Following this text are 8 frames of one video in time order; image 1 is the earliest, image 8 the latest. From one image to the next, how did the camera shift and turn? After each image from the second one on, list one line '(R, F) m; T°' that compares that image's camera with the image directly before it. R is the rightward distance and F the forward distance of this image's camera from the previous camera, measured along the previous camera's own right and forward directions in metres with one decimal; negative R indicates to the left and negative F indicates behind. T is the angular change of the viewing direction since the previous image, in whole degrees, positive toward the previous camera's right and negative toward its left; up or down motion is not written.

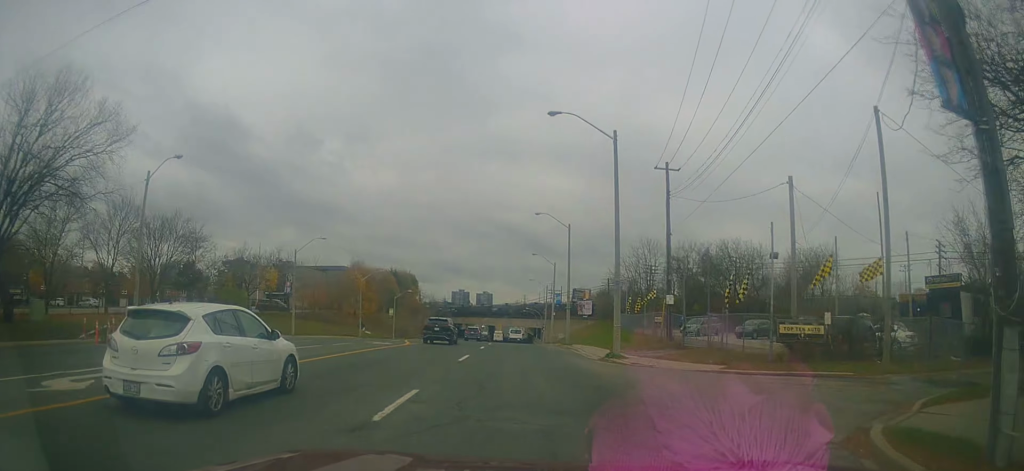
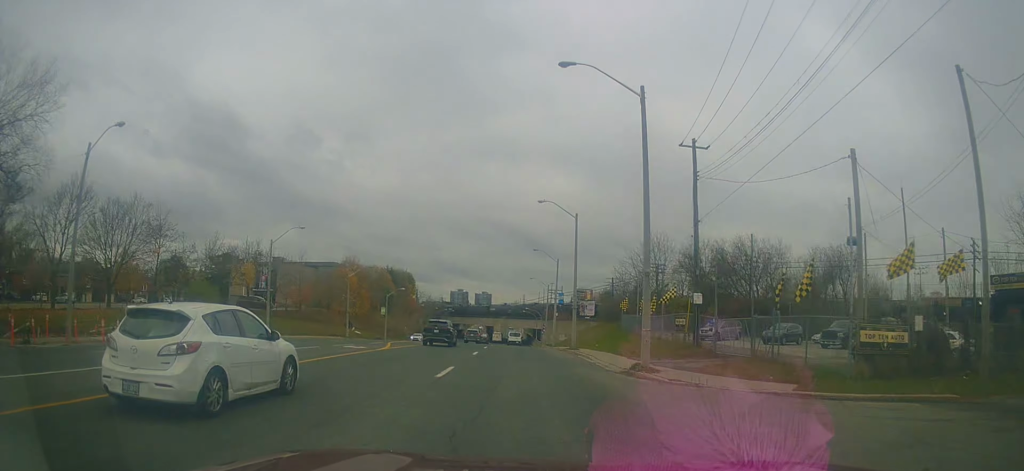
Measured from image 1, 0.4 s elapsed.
(0.0, +5.6) m; -1°
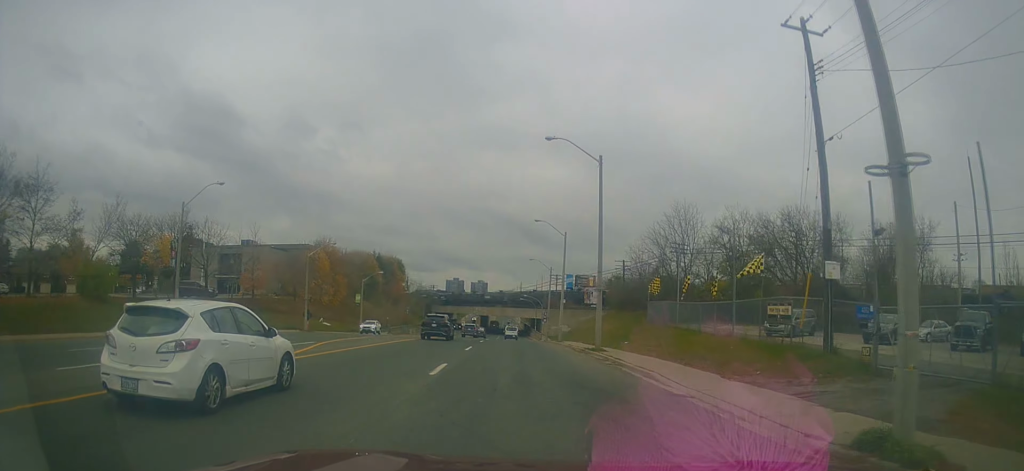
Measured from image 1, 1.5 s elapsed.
(-0.5, +13.7) m; -1°
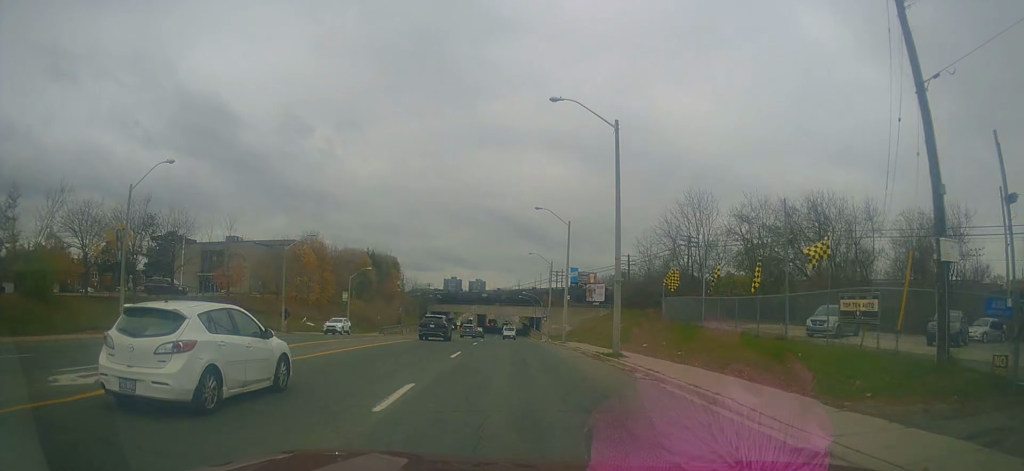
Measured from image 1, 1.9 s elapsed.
(0.0, +5.6) m; +1°
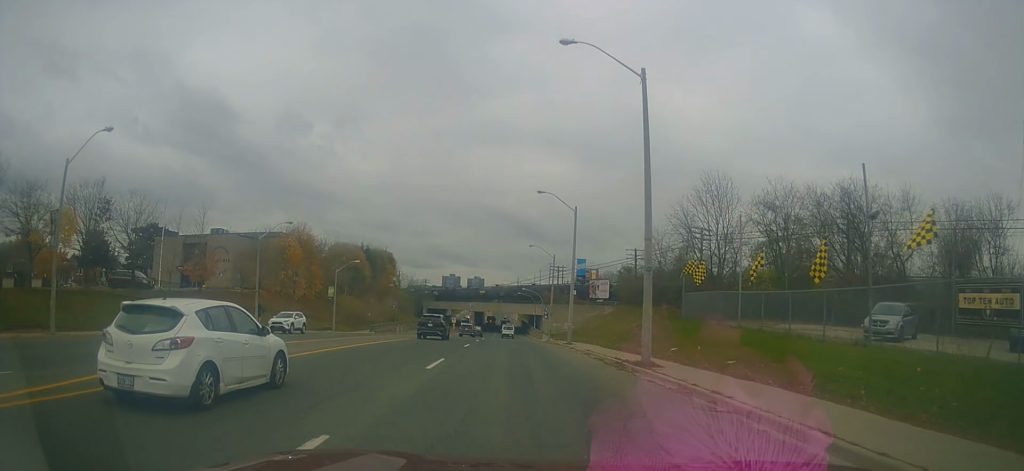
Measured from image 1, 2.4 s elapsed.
(+0.2, +5.6) m; +1°
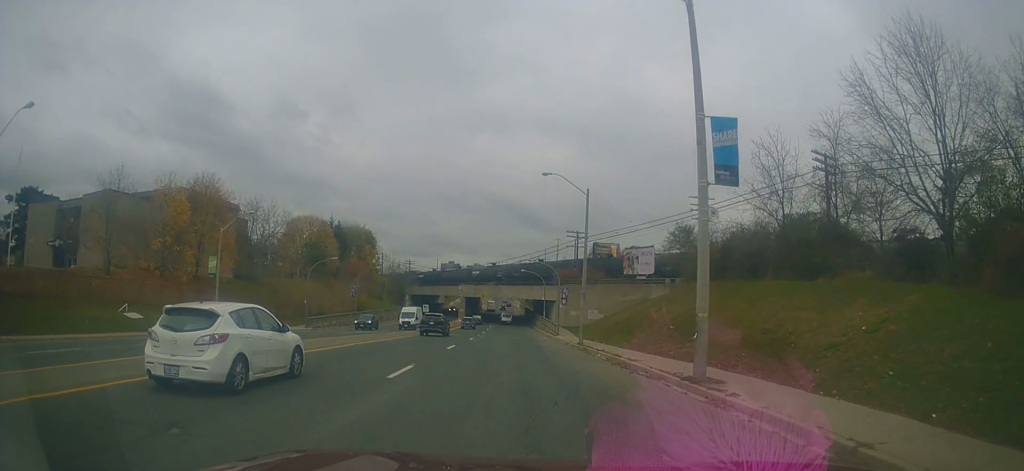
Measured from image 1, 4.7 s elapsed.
(+0.7, +30.2) m; -1°
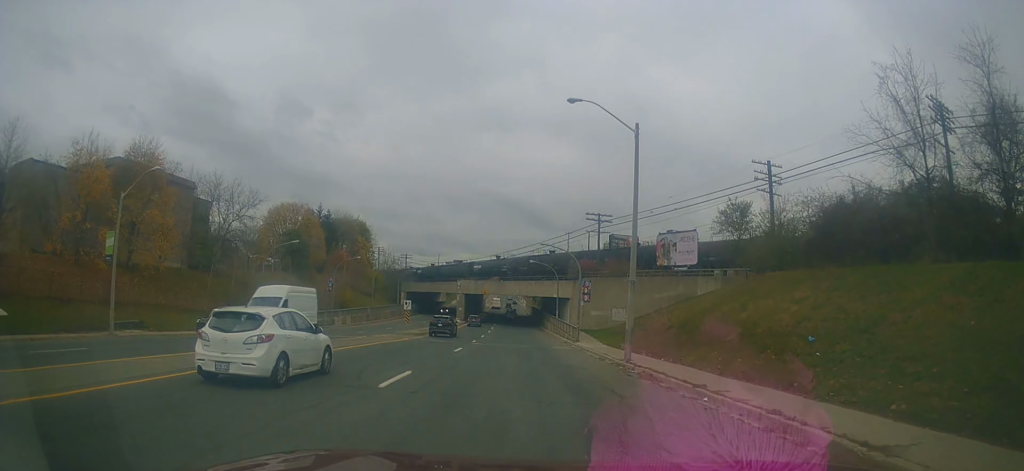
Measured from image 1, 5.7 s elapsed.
(-0.5, +13.8) m; 0°
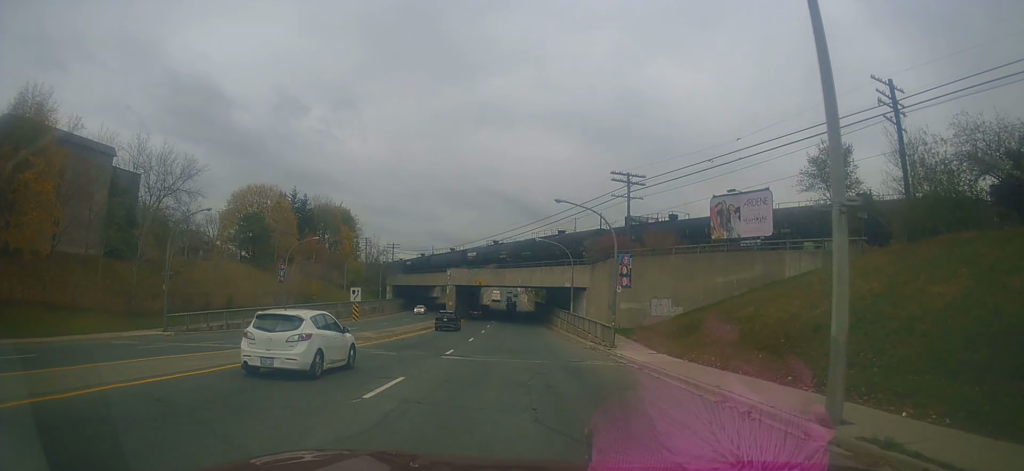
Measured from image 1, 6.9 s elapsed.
(+0.5, +15.8) m; 0°
